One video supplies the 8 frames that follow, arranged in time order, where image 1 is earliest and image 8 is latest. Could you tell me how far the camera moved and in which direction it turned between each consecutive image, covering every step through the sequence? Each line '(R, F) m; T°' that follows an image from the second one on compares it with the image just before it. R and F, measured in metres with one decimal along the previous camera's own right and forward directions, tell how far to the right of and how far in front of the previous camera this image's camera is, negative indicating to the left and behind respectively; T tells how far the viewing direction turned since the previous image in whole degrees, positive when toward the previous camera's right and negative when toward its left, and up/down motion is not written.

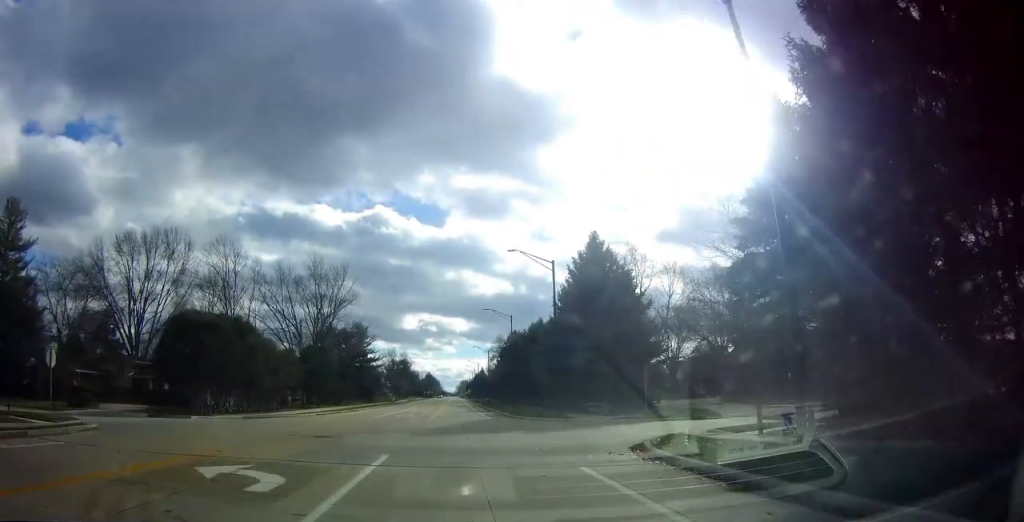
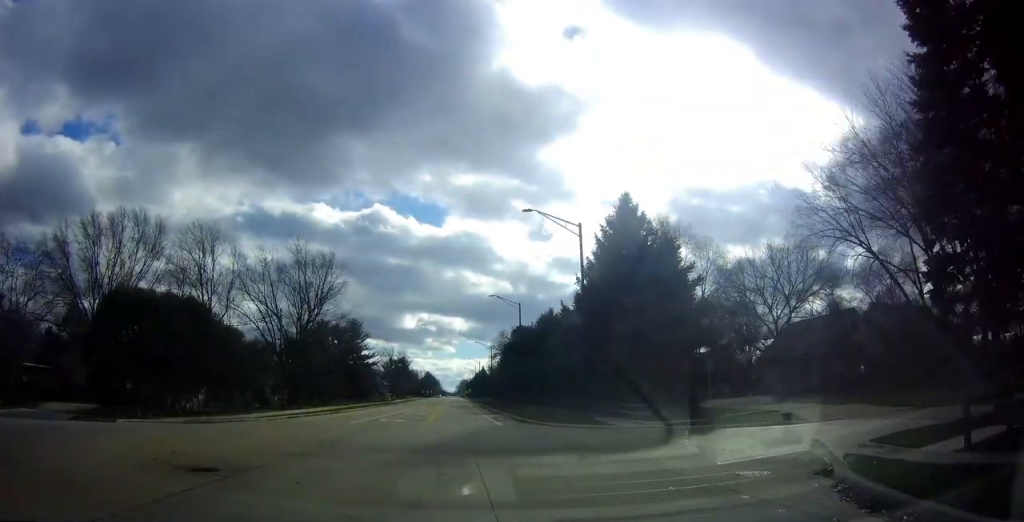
(0.0, +8.3) m; 0°
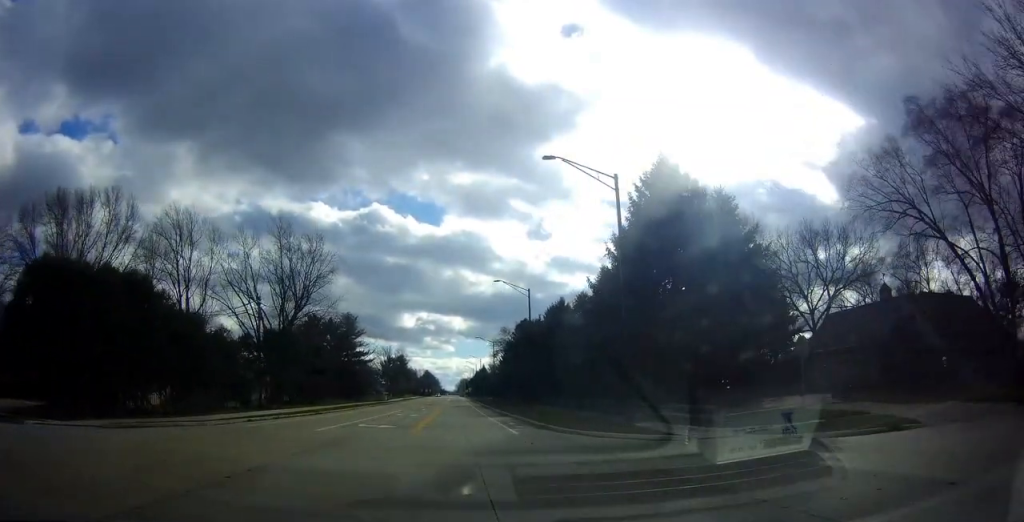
(0.0, +7.1) m; 0°
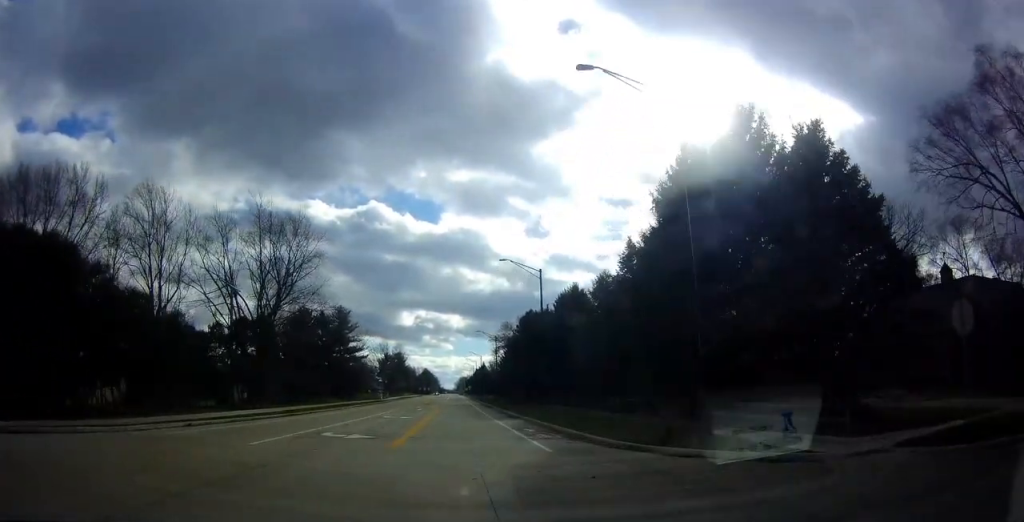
(0.0, +6.8) m; 0°
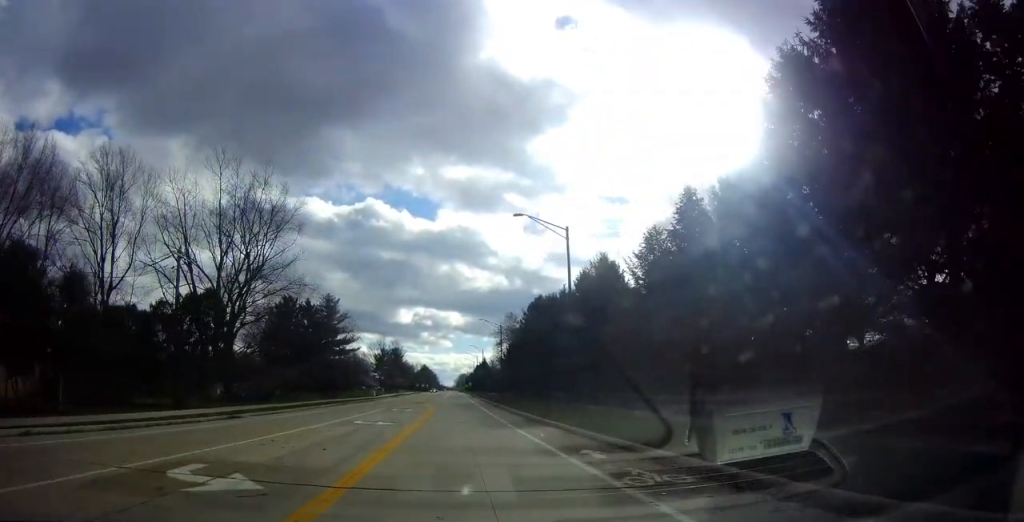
(+0.2, +10.5) m; +1°
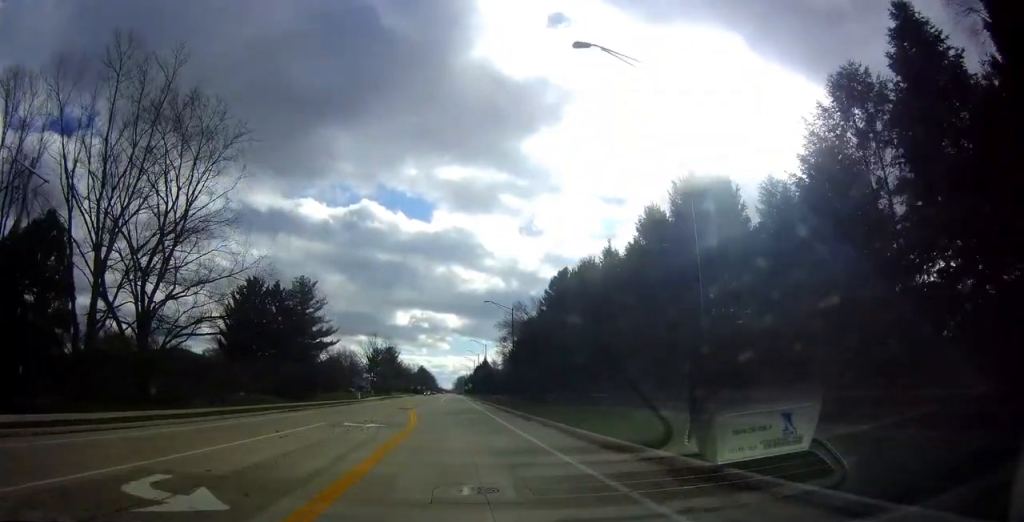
(+0.1, +18.0) m; 0°
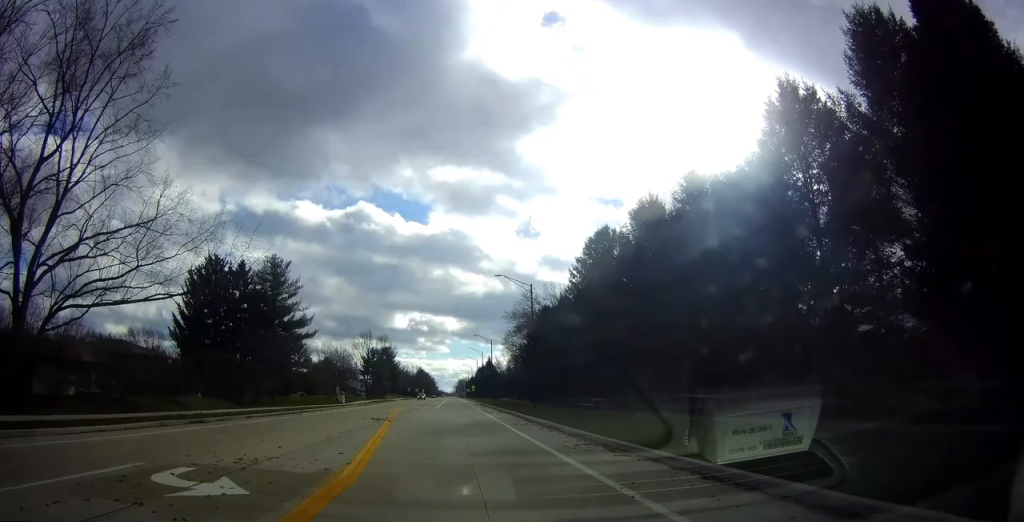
(0.0, +15.1) m; 0°
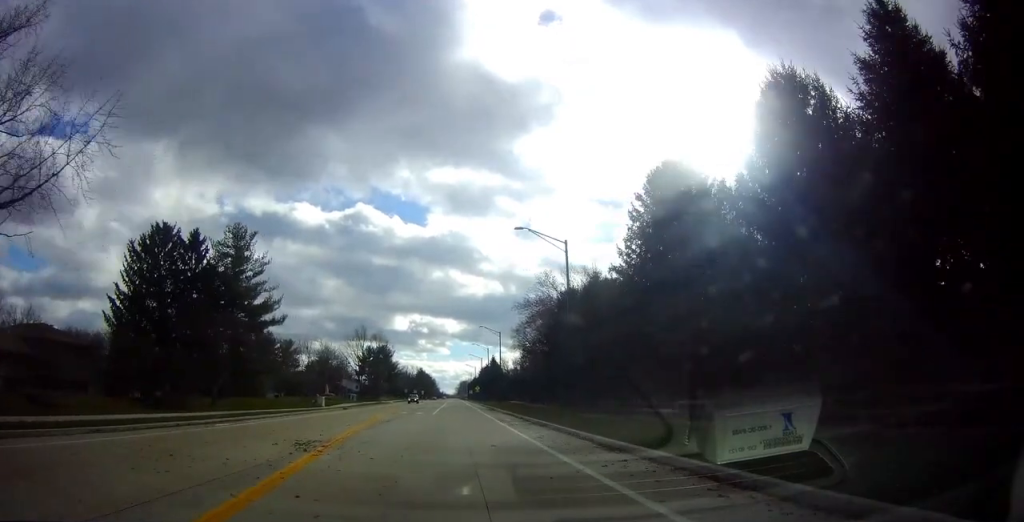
(0.0, +14.5) m; 0°
